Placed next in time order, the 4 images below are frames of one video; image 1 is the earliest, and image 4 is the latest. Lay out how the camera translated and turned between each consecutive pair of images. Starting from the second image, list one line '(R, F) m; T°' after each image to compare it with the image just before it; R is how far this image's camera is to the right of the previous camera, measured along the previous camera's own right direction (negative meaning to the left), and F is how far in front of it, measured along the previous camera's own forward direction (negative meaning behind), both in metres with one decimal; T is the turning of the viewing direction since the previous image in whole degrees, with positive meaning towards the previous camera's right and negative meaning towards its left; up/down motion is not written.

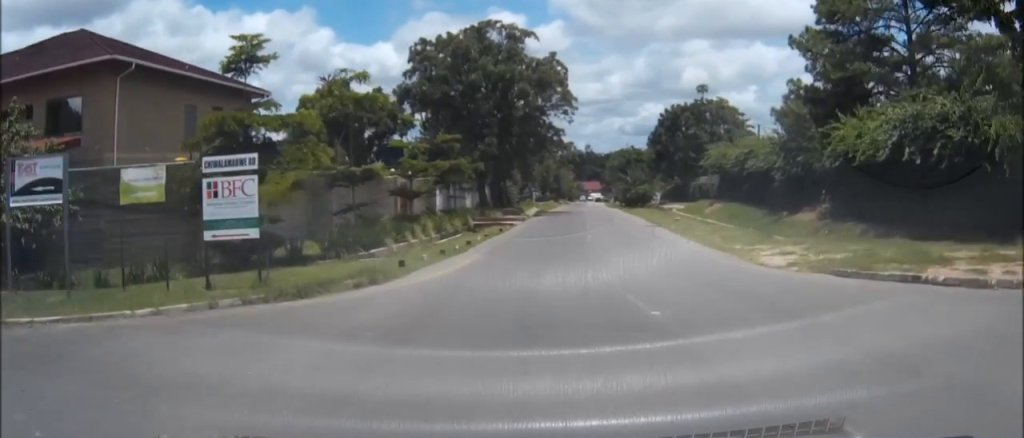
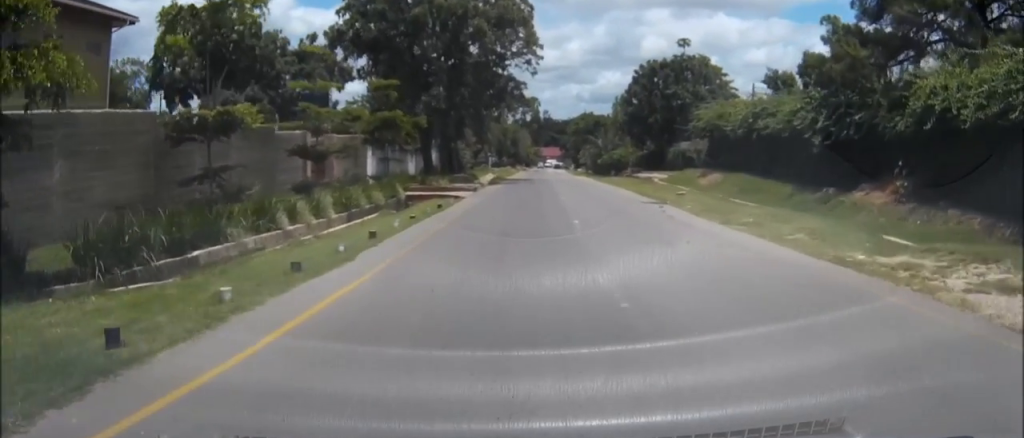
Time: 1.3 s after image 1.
(+0.3, +10.8) m; +2°
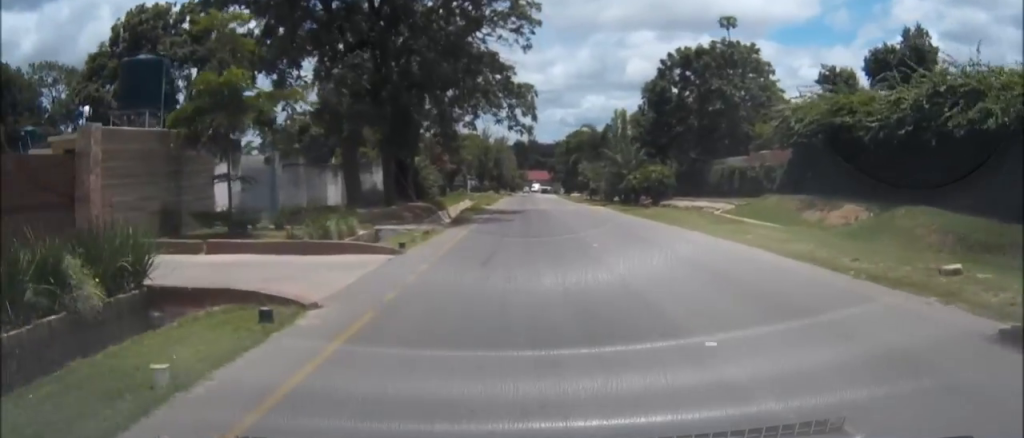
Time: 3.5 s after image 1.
(-0.1, +21.3) m; +1°
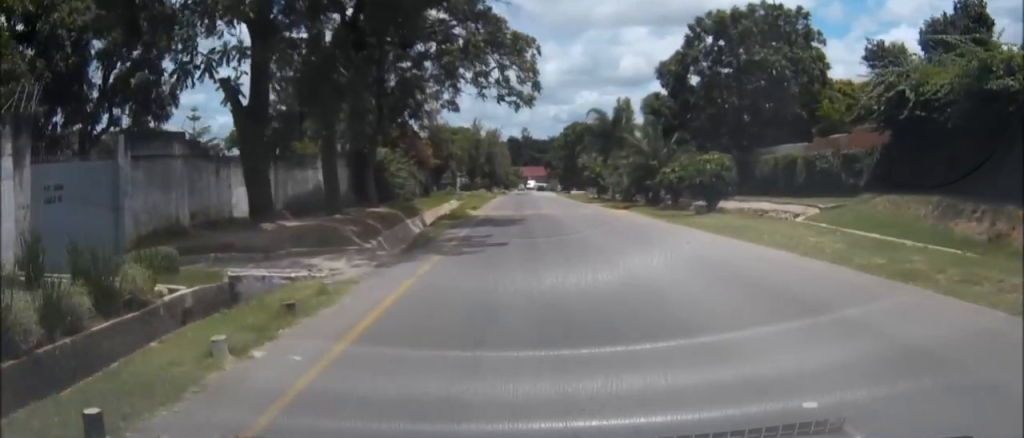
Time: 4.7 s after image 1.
(+0.3, +11.7) m; +1°
